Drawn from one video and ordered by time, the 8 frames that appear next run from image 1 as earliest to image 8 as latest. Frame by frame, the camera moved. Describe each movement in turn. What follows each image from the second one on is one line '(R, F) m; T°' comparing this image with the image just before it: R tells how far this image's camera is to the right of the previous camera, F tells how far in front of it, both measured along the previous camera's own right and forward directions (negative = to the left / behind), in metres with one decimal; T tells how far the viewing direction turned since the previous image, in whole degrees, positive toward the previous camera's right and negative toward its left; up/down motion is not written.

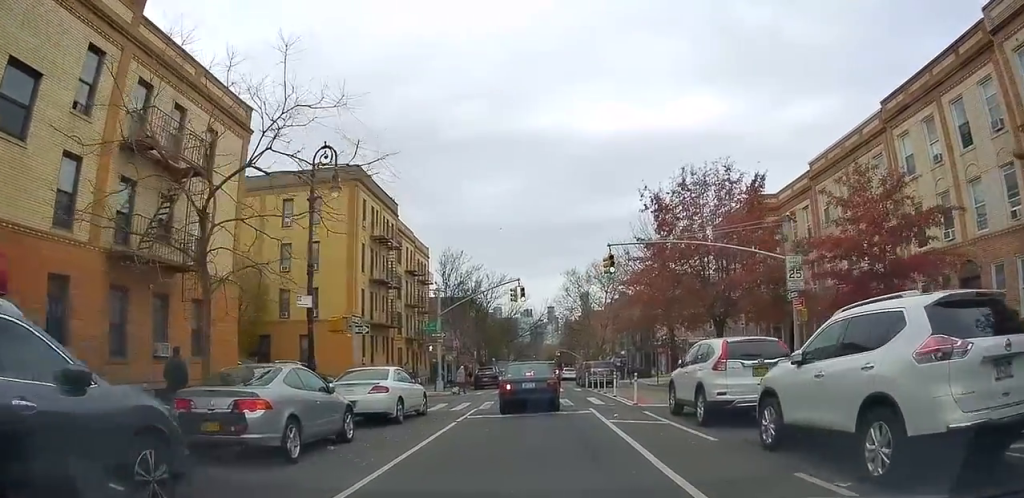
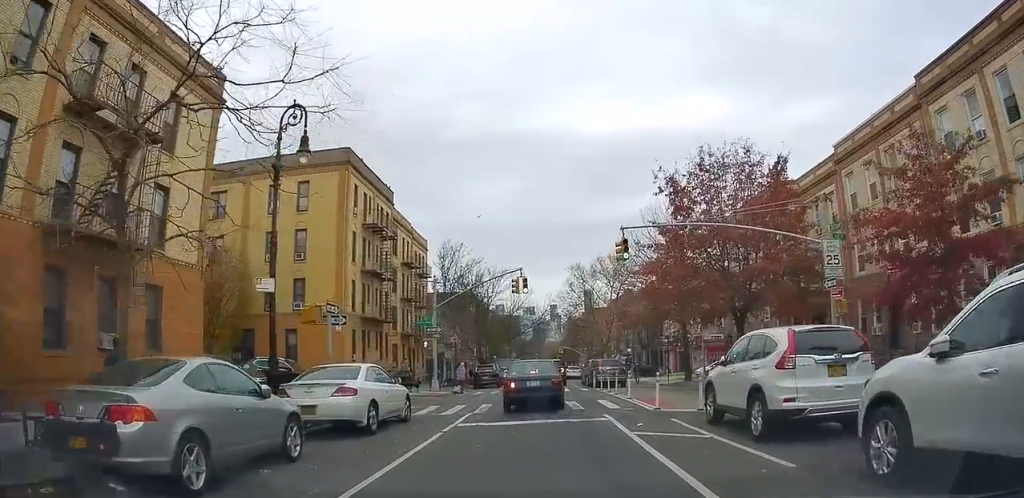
(0.0, +2.9) m; 0°
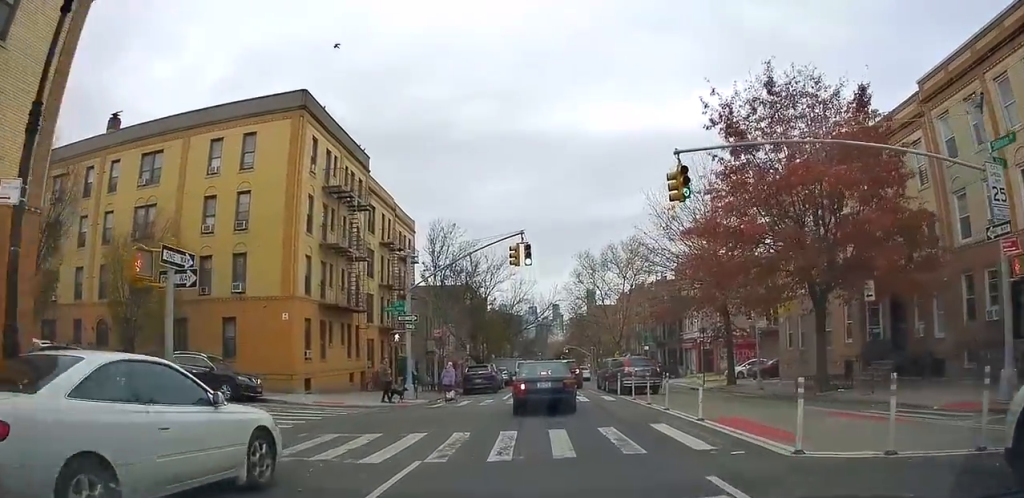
(0.0, +8.4) m; 0°
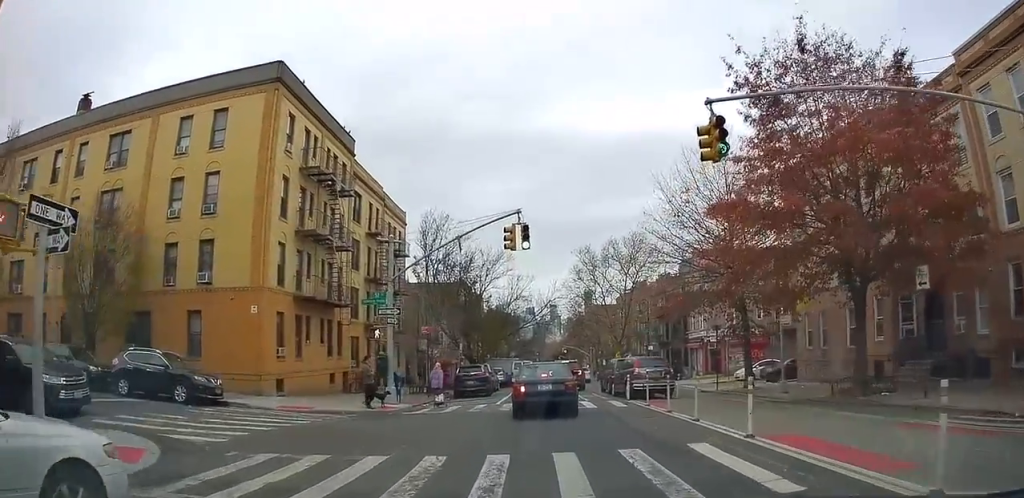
(0.0, +2.9) m; 0°
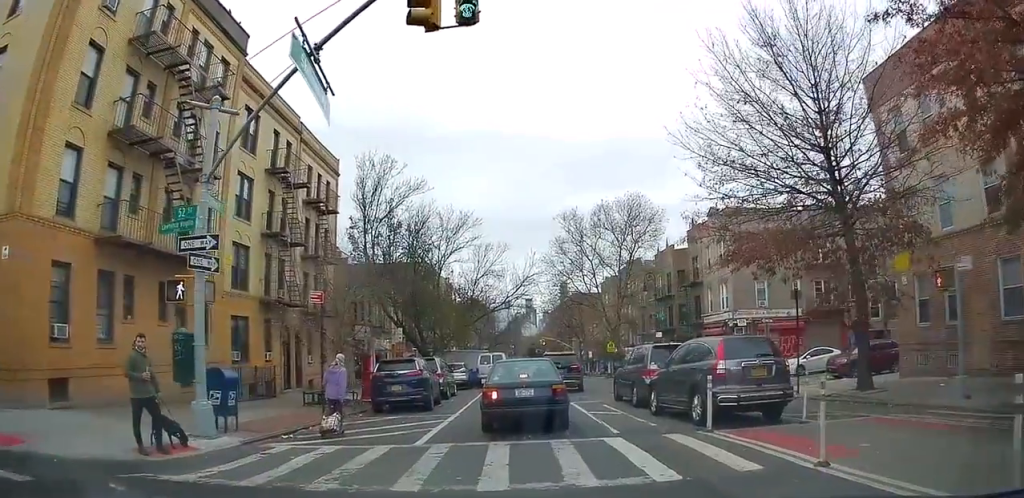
(+0.7, +11.8) m; +7°
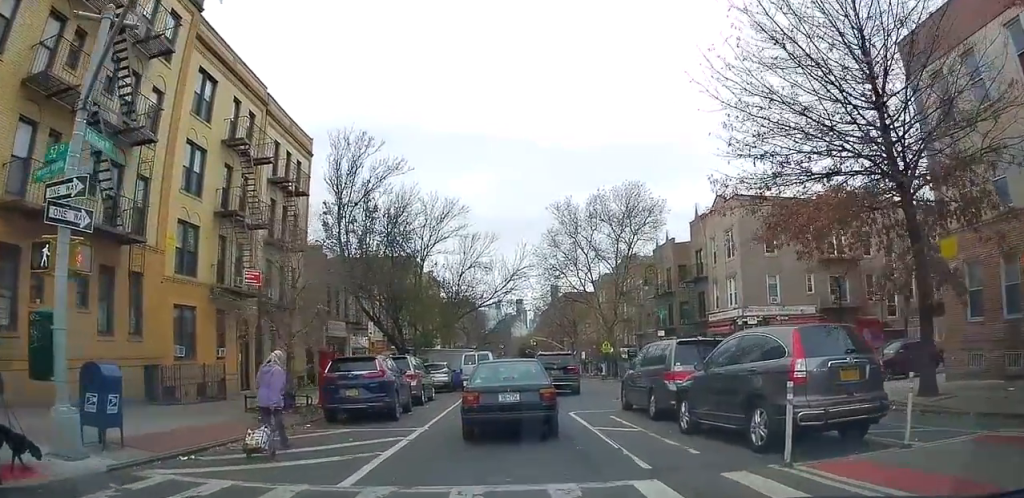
(0.0, +3.3) m; +1°
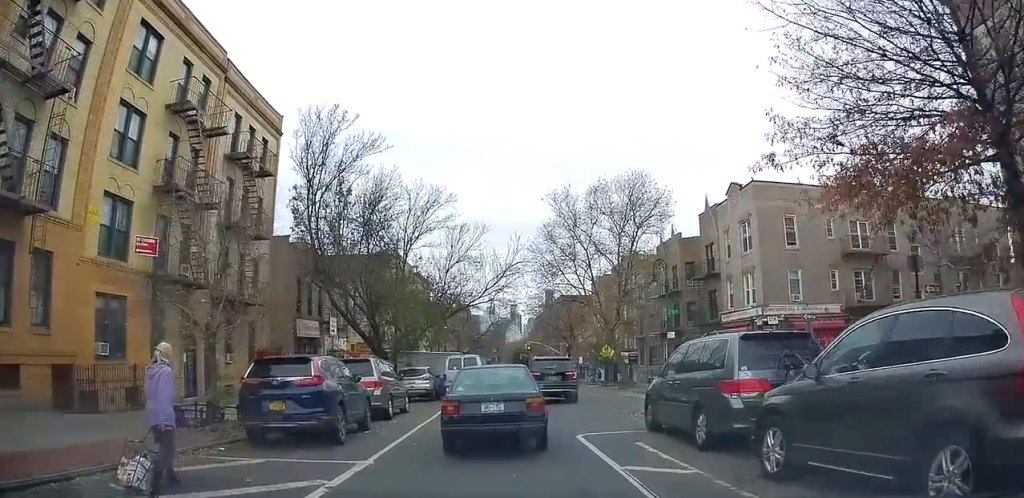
(0.0, +3.9) m; 0°
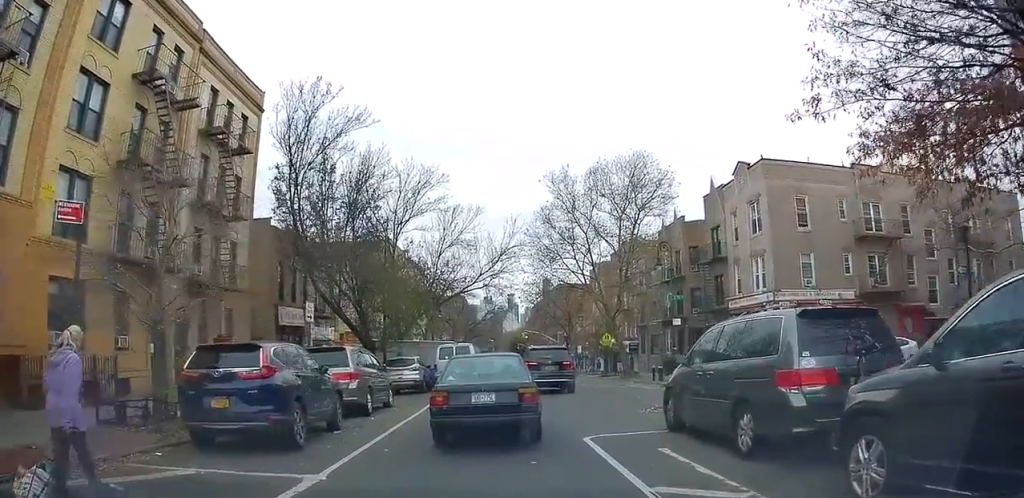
(+0.2, +2.0) m; 0°
